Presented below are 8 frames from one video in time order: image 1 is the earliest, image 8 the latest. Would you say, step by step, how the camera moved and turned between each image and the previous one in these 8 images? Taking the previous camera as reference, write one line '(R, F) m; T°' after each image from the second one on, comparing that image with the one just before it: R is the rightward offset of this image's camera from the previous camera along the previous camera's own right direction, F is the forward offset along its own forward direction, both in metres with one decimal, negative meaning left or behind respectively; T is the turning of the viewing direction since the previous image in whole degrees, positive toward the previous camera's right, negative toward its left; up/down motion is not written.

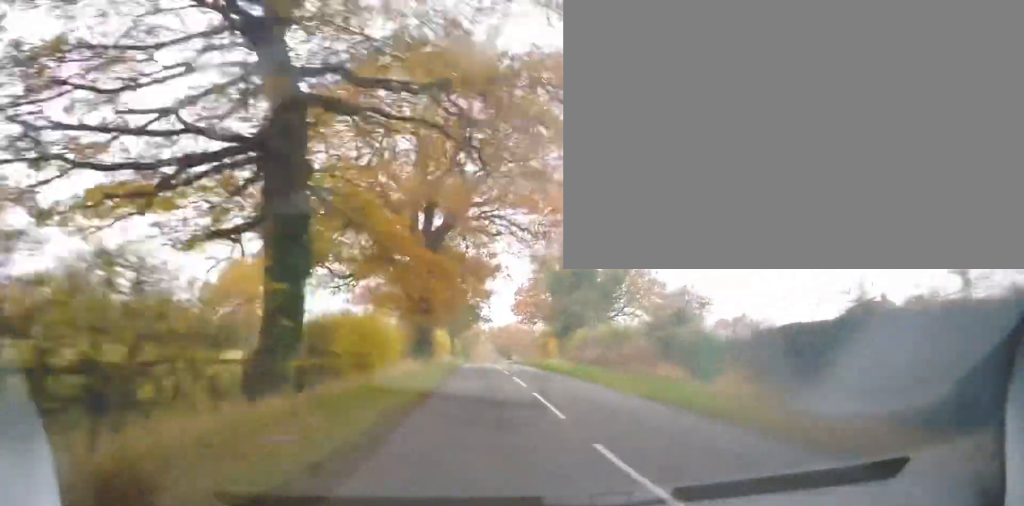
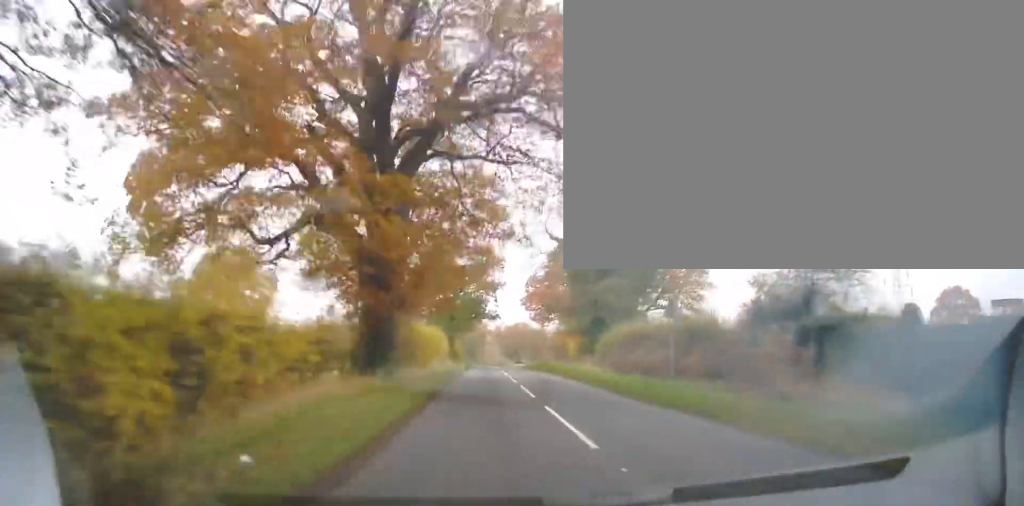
(-0.1, +11.8) m; -1°
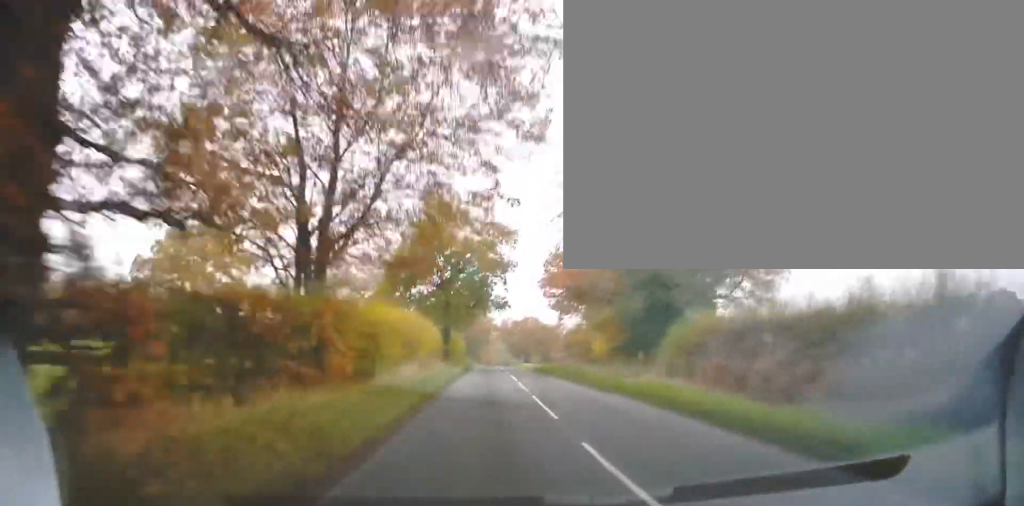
(-0.3, +14.2) m; -1°
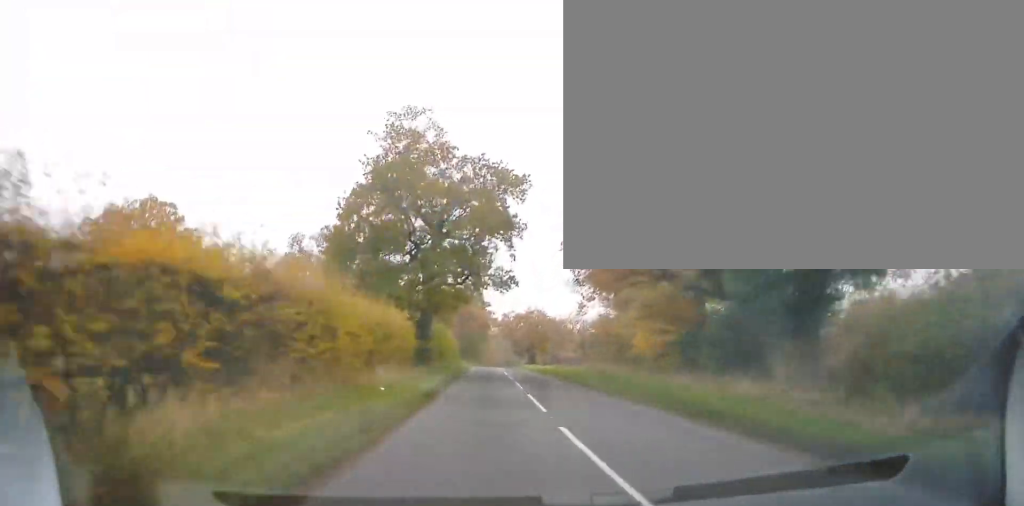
(0.0, +15.6) m; -1°
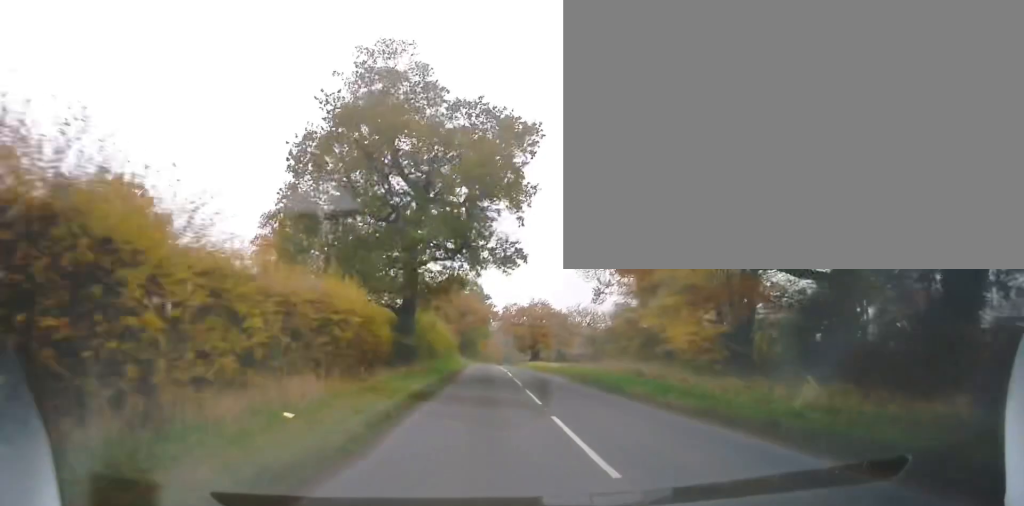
(+0.1, +7.8) m; -1°
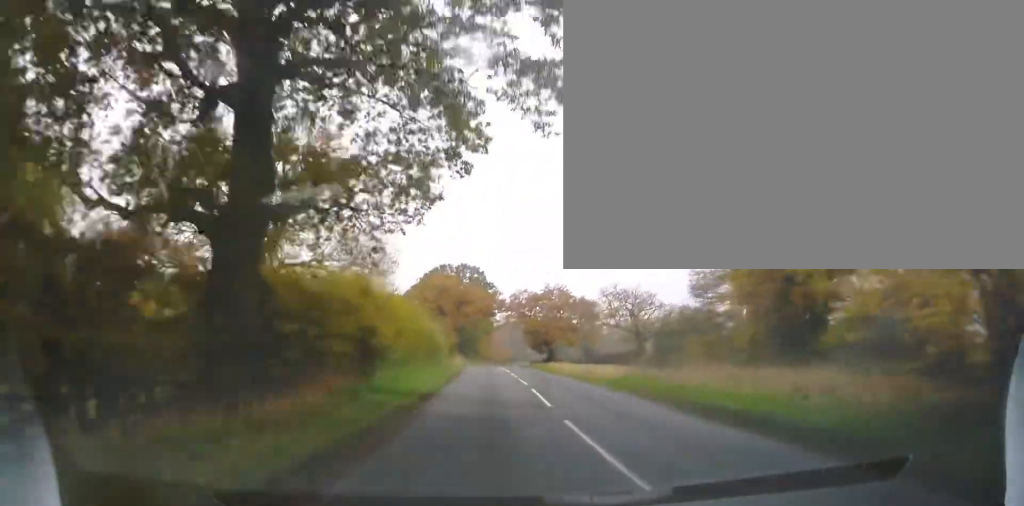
(-0.5, +17.7) m; 0°
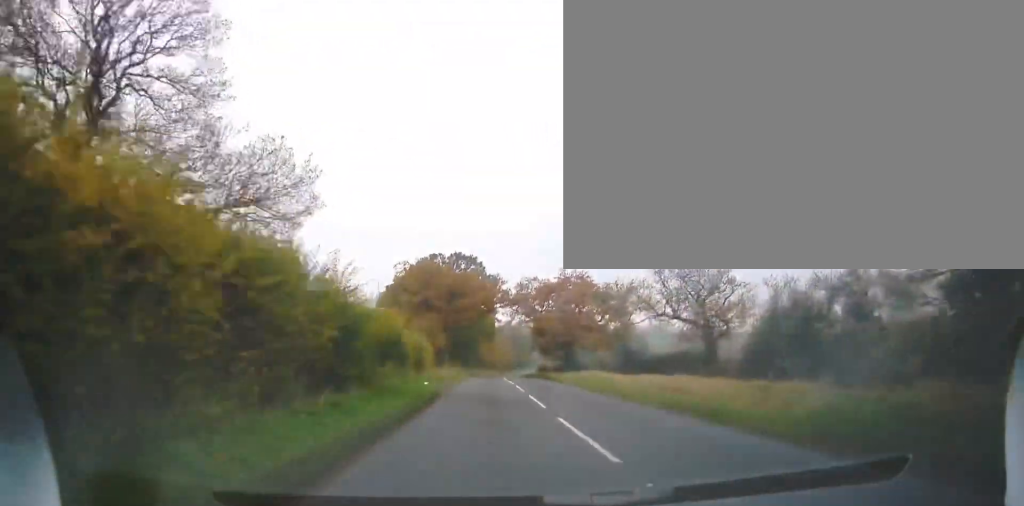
(+0.6, +16.0) m; 0°
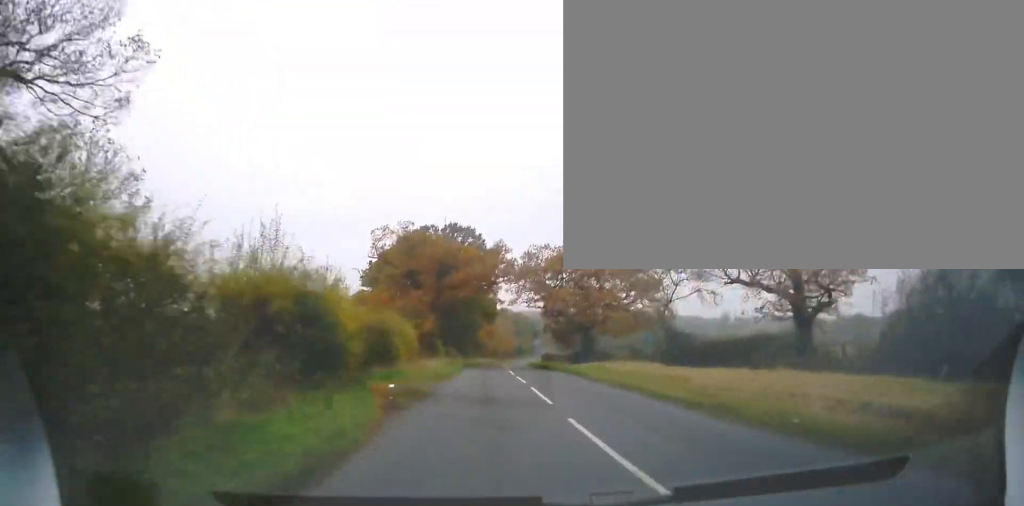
(-0.3, +10.8) m; -1°
